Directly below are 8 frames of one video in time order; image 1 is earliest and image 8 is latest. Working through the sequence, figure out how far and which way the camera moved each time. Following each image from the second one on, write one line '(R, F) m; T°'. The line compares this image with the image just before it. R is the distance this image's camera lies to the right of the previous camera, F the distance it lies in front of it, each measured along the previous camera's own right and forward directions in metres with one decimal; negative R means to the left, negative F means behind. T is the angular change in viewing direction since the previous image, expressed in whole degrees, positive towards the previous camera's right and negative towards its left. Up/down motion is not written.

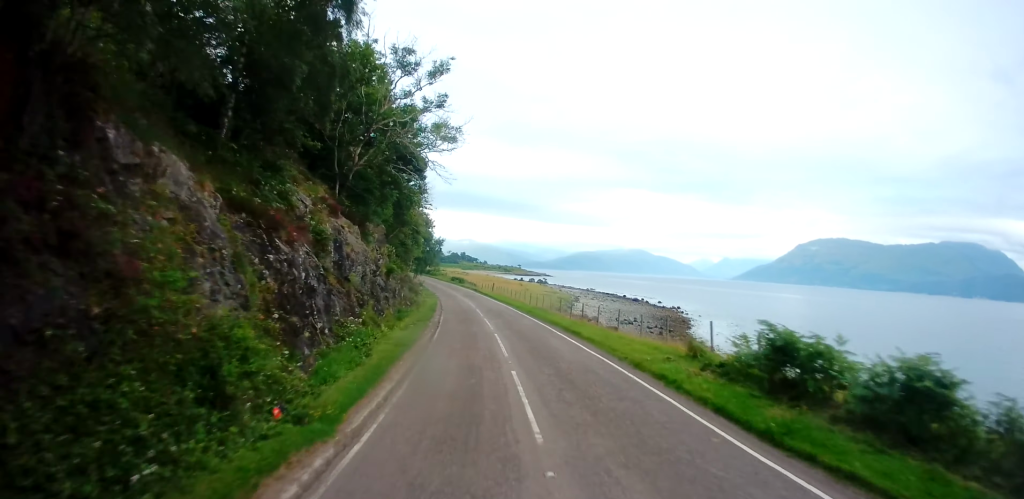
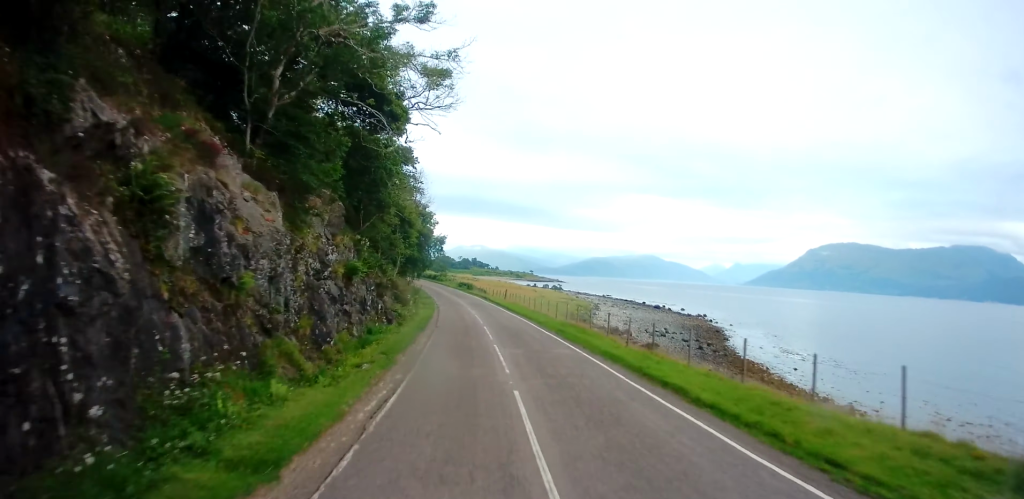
(0.0, +11.2) m; -2°
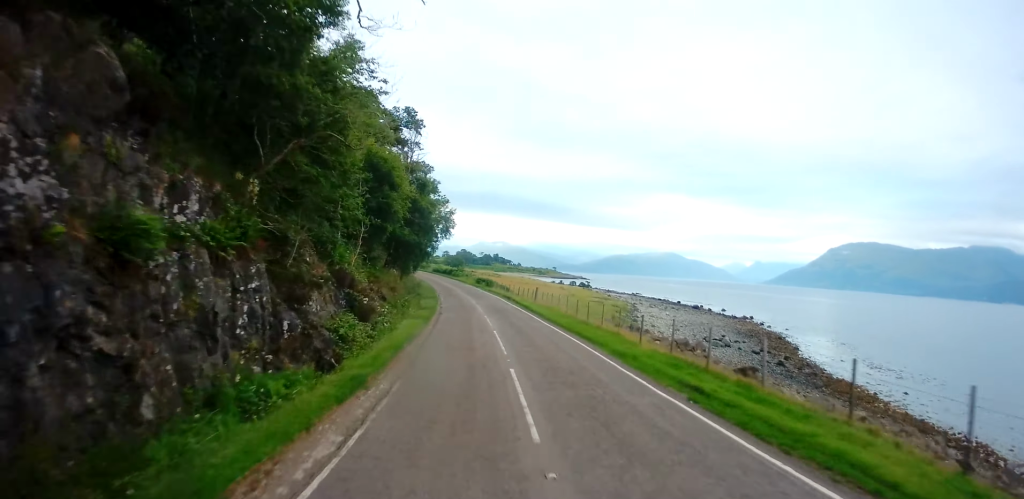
(-0.5, +15.1) m; -2°
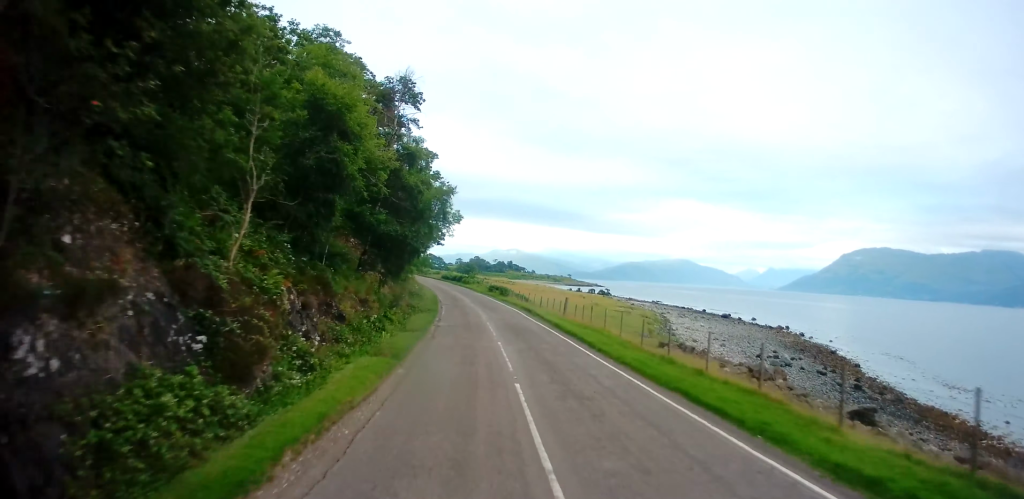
(-0.4, +10.5) m; -1°
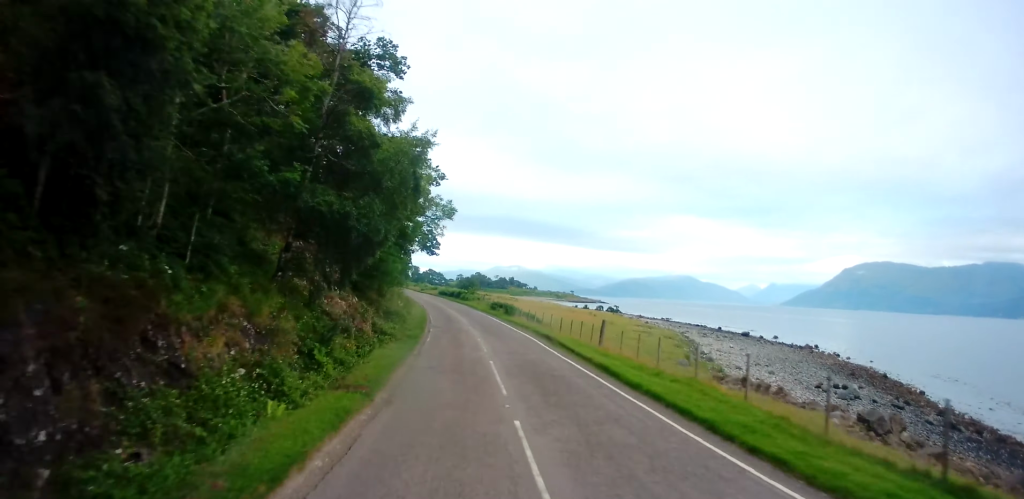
(+0.3, +10.5) m; -1°
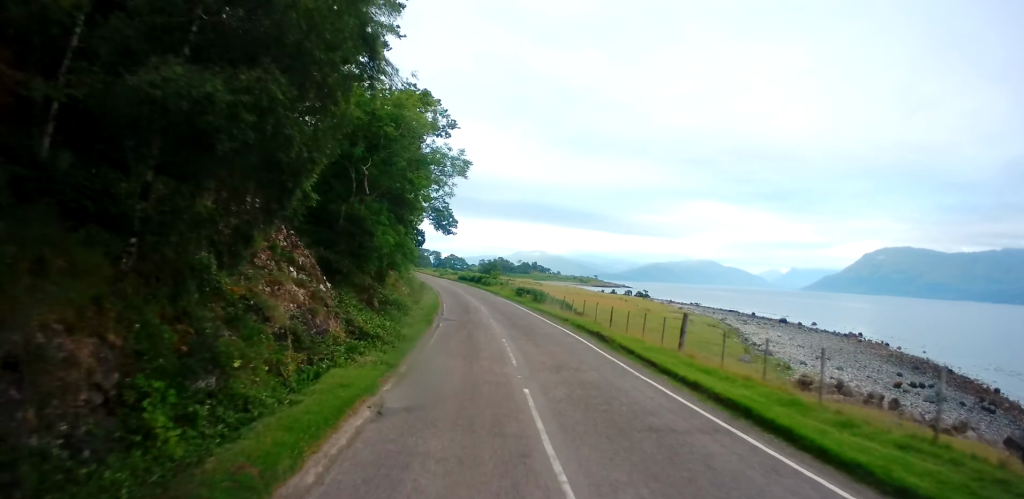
(+0.3, +7.9) m; -1°
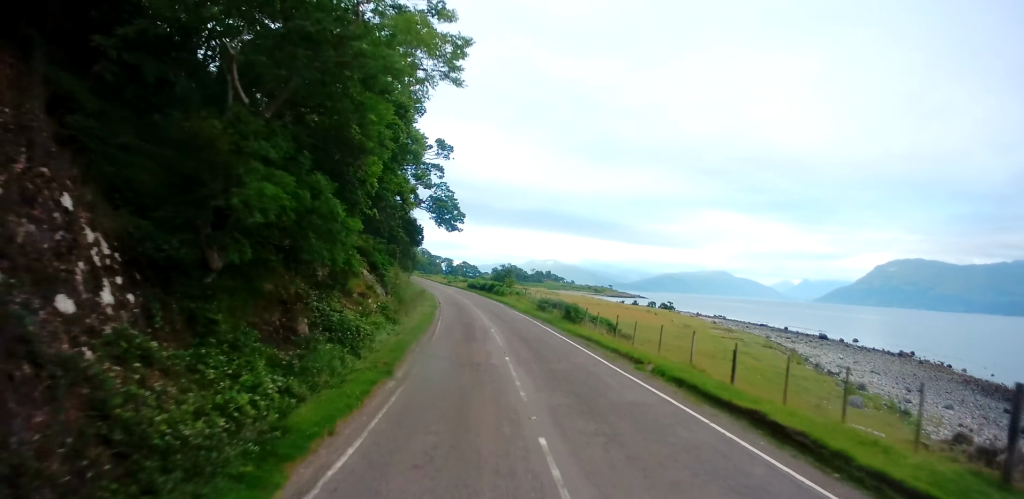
(-0.5, +11.8) m; -2°
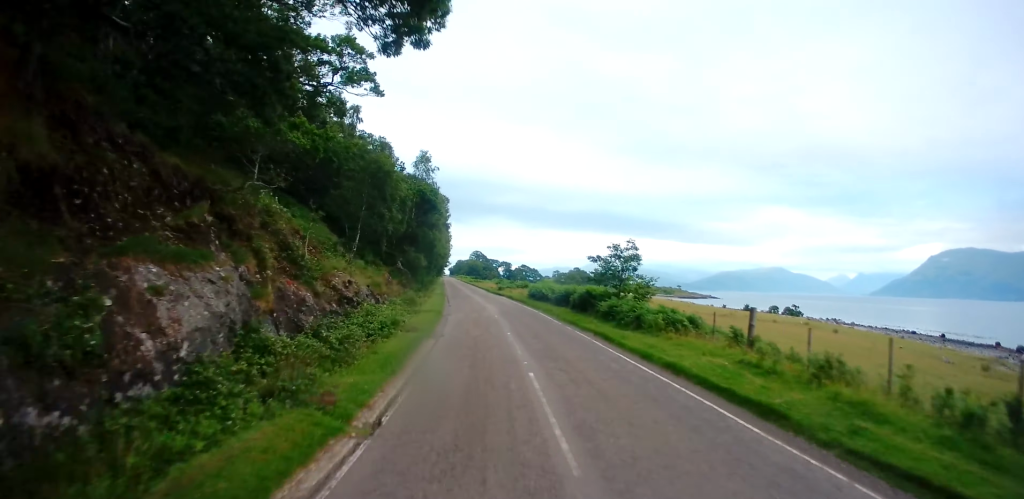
(-1.7, +39.4) m; -5°
